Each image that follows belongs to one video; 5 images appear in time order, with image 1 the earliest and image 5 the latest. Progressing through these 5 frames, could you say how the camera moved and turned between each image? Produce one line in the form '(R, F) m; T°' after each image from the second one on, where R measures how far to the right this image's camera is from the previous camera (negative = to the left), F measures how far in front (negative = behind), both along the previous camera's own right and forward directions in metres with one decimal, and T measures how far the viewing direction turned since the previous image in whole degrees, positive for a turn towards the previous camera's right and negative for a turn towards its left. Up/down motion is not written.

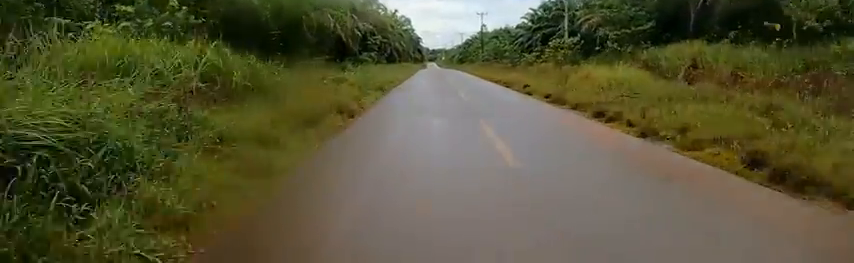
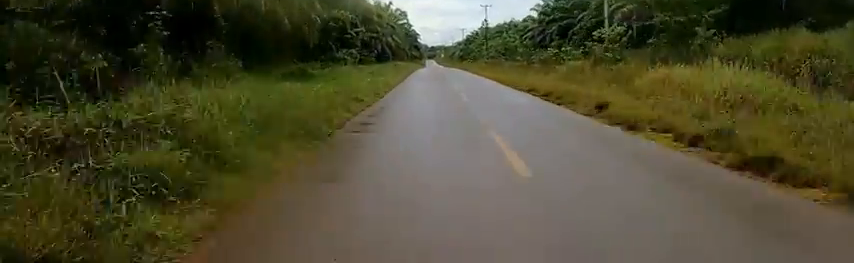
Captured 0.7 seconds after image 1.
(0.0, +9.1) m; -1°
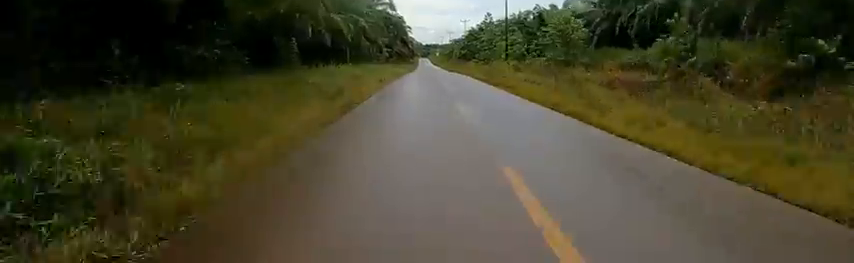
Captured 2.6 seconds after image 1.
(-1.0, +27.1) m; -2°
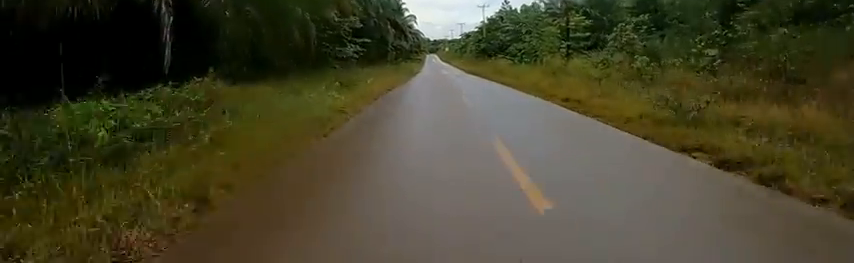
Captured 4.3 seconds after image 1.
(+0.5, +22.7) m; -1°
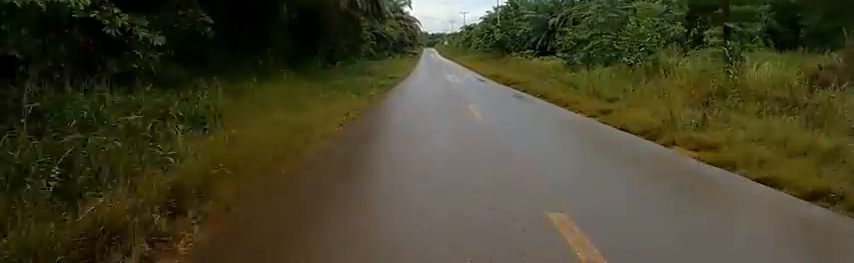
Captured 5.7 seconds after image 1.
(-0.4, +19.6) m; +1°
